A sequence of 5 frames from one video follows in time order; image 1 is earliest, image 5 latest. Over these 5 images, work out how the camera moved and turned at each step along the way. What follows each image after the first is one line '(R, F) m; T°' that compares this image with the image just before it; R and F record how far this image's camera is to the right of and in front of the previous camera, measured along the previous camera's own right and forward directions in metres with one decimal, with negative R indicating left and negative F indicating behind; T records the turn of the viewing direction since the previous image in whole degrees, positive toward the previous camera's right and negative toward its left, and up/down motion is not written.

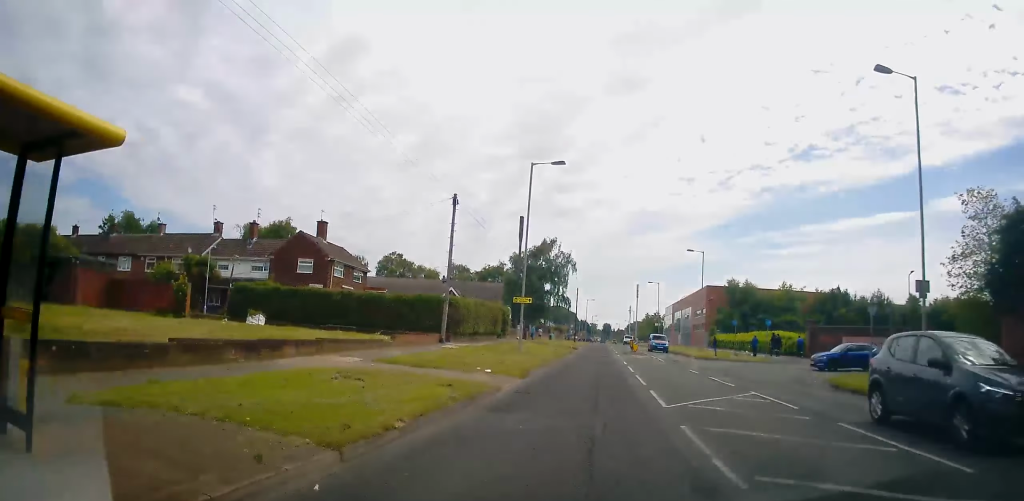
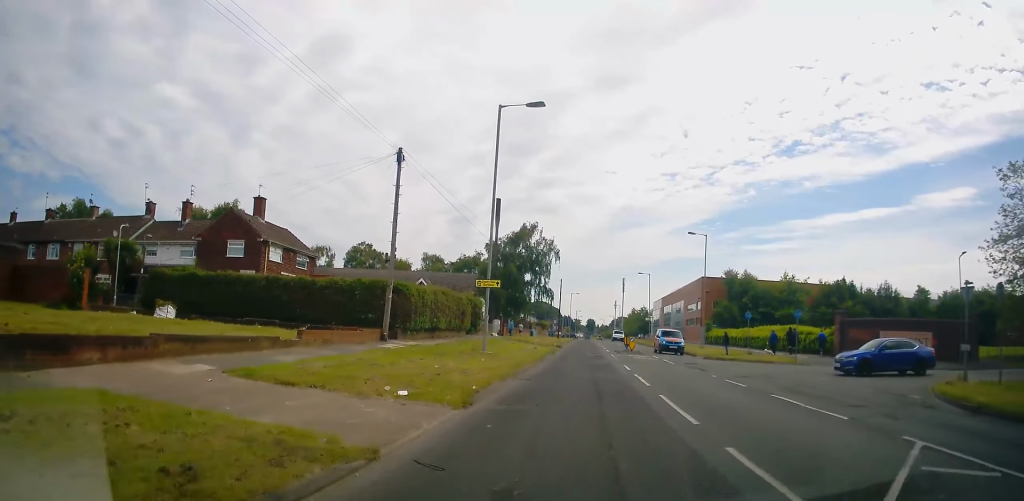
(0.0, +7.9) m; 0°
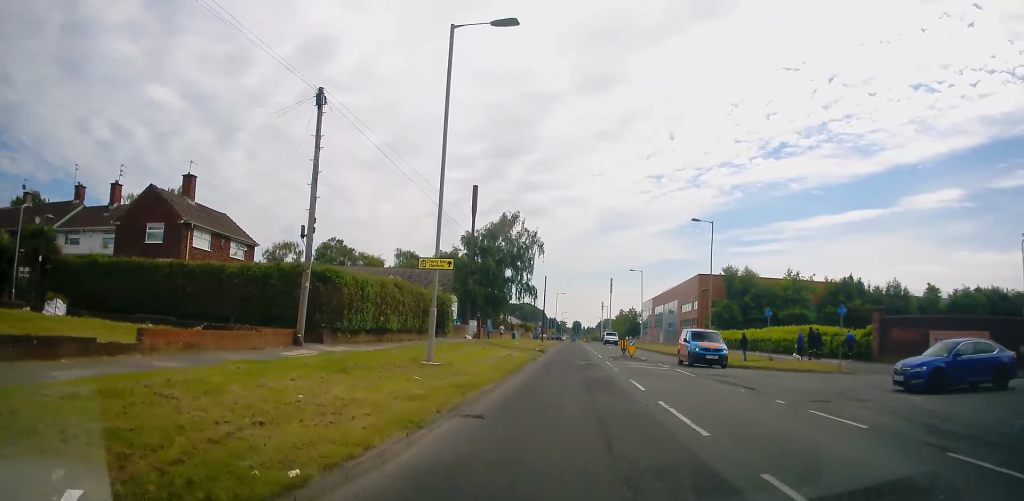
(0.0, +7.2) m; +1°
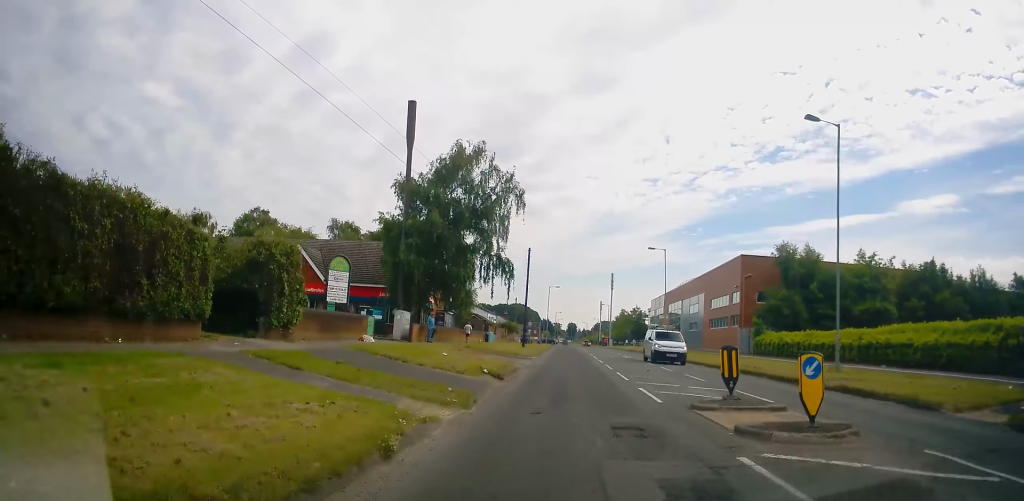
(+0.6, +23.0) m; +1°
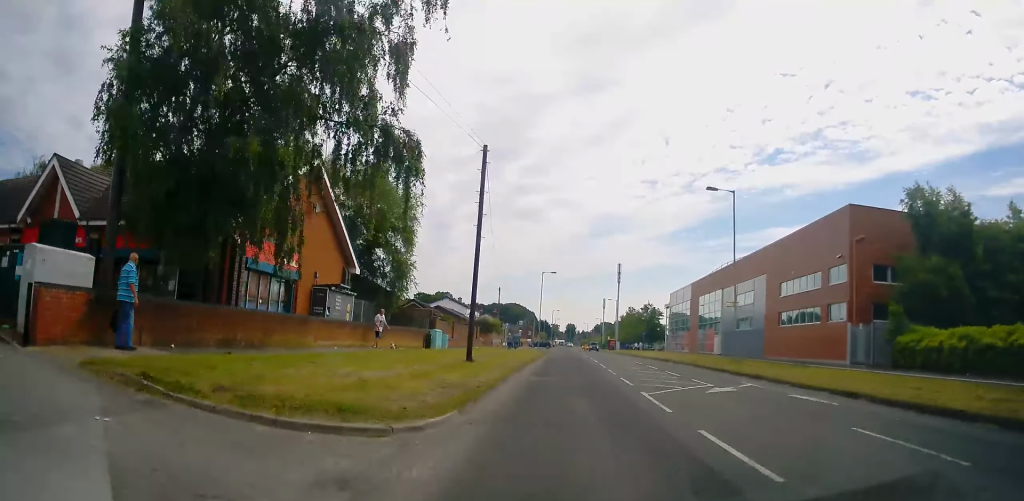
(-0.2, +25.1) m; +1°
